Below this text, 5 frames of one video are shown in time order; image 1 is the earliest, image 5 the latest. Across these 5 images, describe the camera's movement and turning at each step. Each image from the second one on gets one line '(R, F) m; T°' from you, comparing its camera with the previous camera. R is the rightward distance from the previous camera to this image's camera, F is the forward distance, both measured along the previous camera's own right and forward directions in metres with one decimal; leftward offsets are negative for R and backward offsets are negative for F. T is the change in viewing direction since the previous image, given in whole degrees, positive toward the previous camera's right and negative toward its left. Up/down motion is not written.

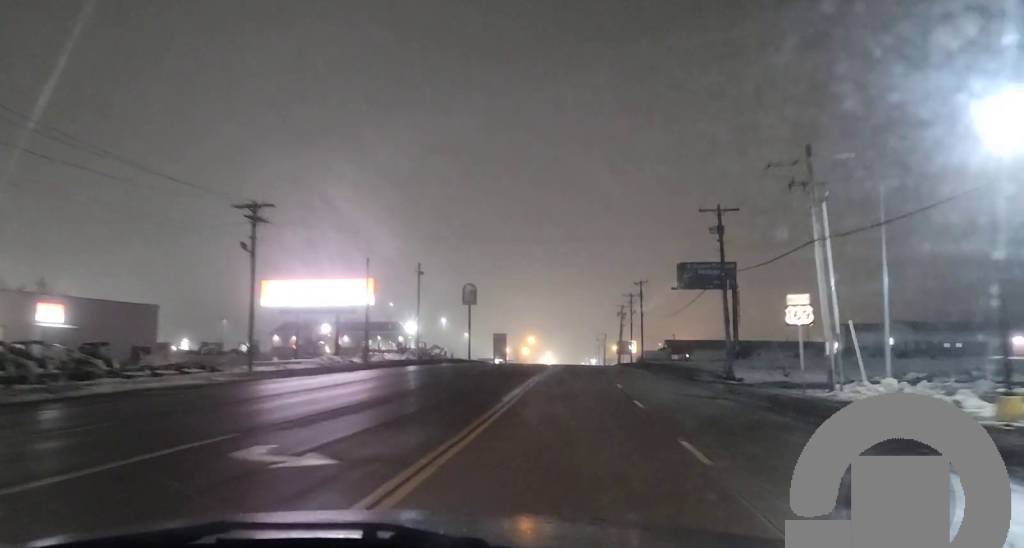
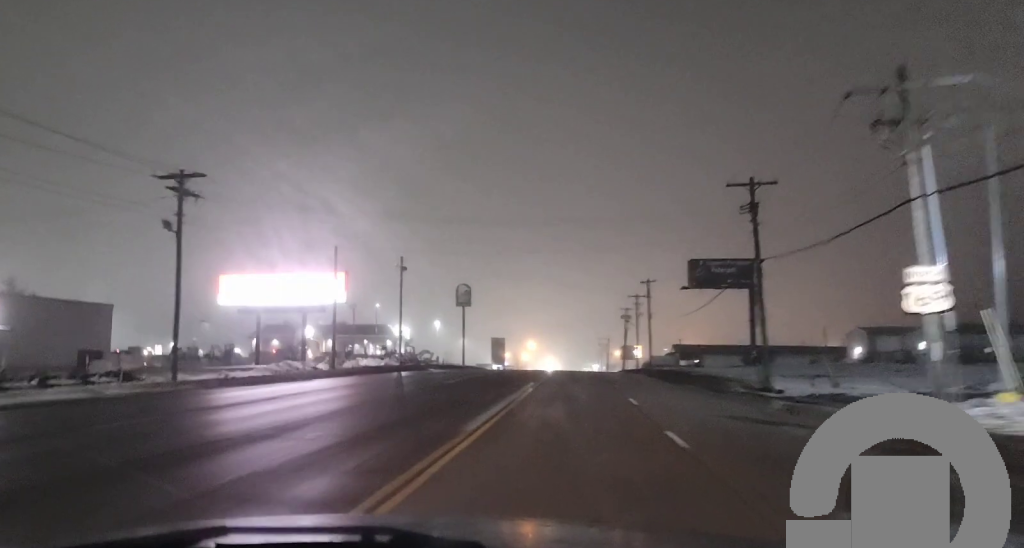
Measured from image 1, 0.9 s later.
(-0.3, +10.0) m; -2°
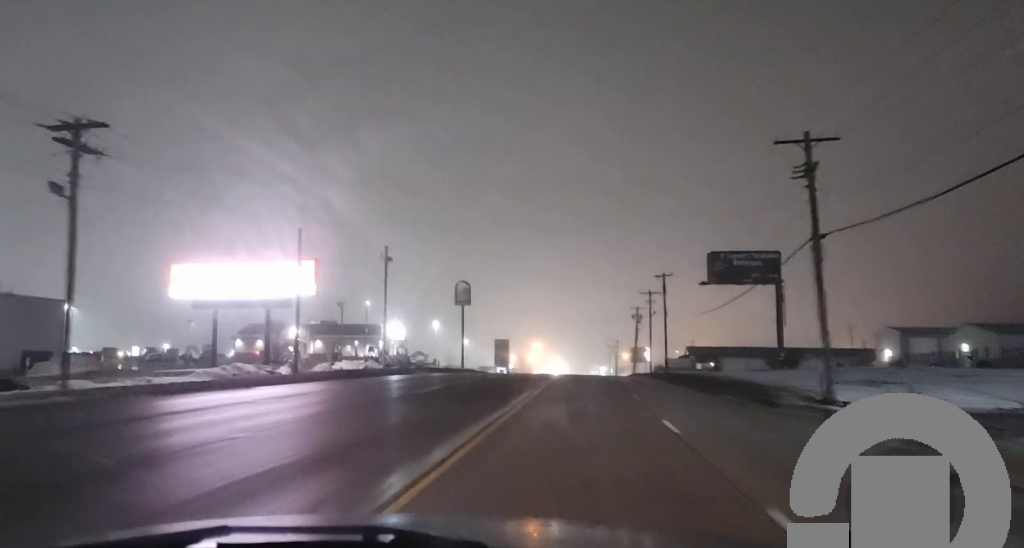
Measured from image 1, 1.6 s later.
(-0.1, +9.2) m; -1°
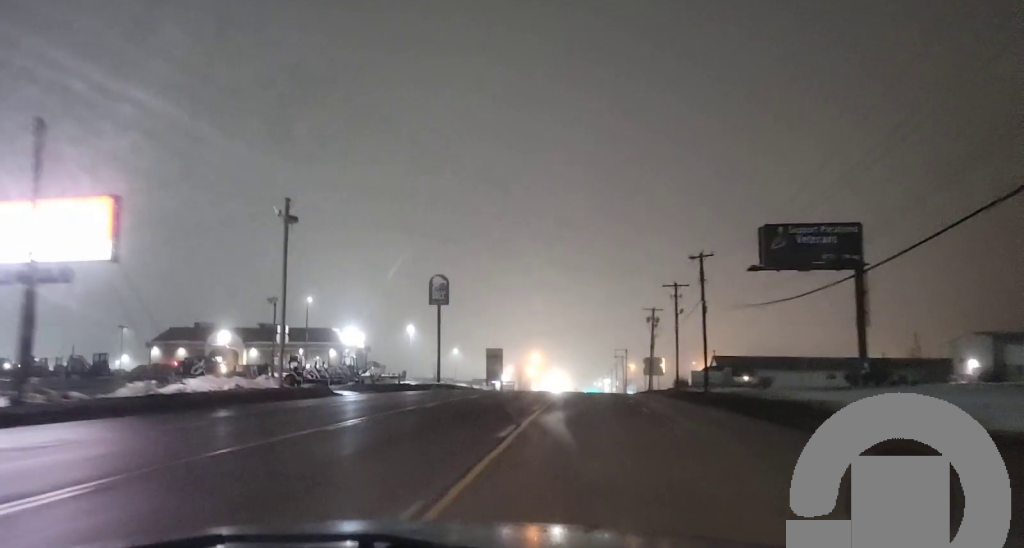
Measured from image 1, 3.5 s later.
(+0.1, +24.8) m; +1°
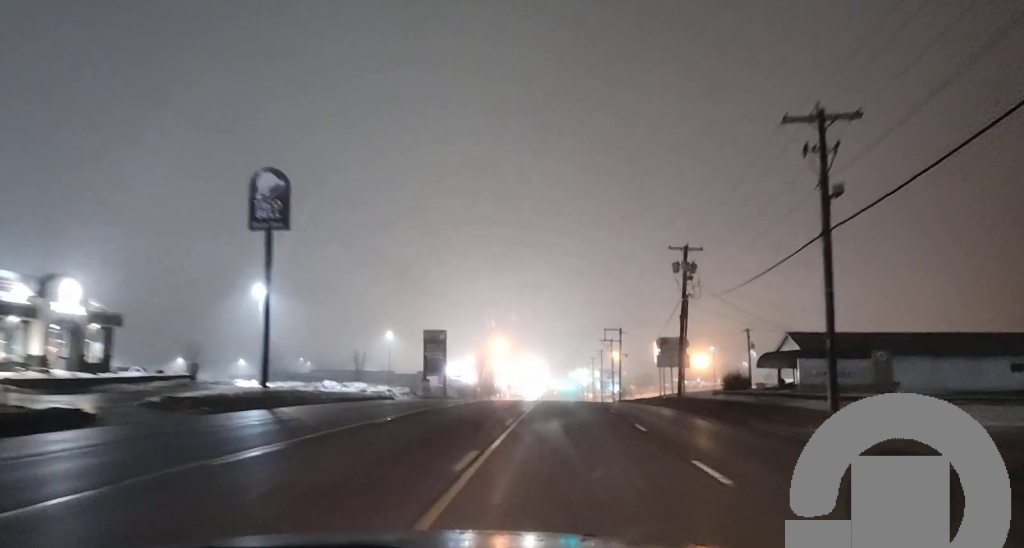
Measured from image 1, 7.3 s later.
(+0.7, +53.5) m; +1°
